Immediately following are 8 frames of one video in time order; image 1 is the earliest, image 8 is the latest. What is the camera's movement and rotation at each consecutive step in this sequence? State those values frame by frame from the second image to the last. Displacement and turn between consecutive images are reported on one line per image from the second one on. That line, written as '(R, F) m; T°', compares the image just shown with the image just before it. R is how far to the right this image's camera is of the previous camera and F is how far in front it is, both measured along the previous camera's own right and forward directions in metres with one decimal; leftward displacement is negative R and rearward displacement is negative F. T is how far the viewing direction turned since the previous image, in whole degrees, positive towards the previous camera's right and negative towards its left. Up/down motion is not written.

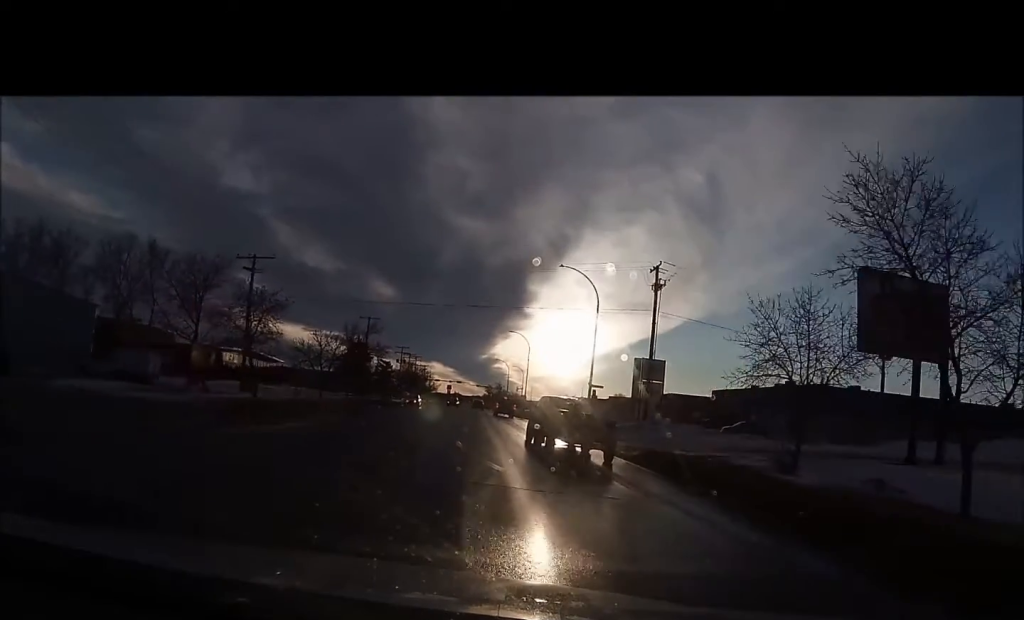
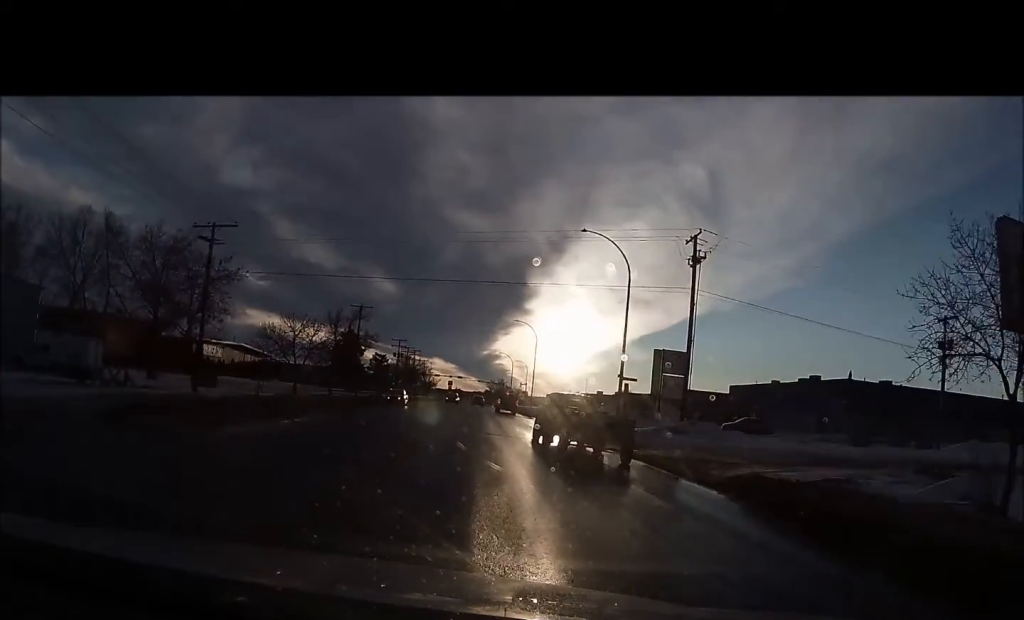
(0.0, +9.3) m; 0°
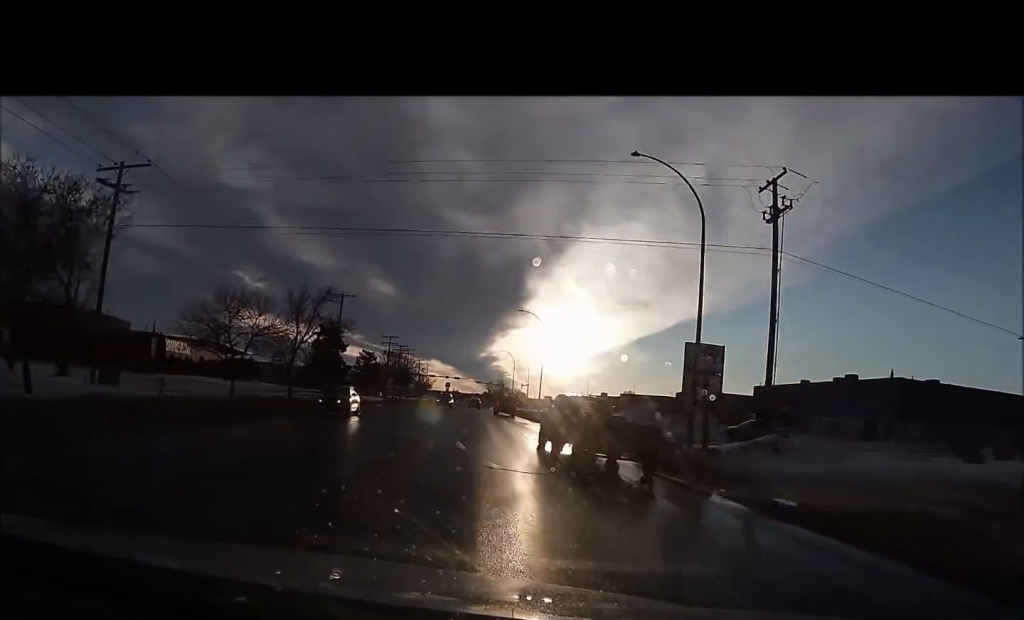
(0.0, +10.9) m; 0°
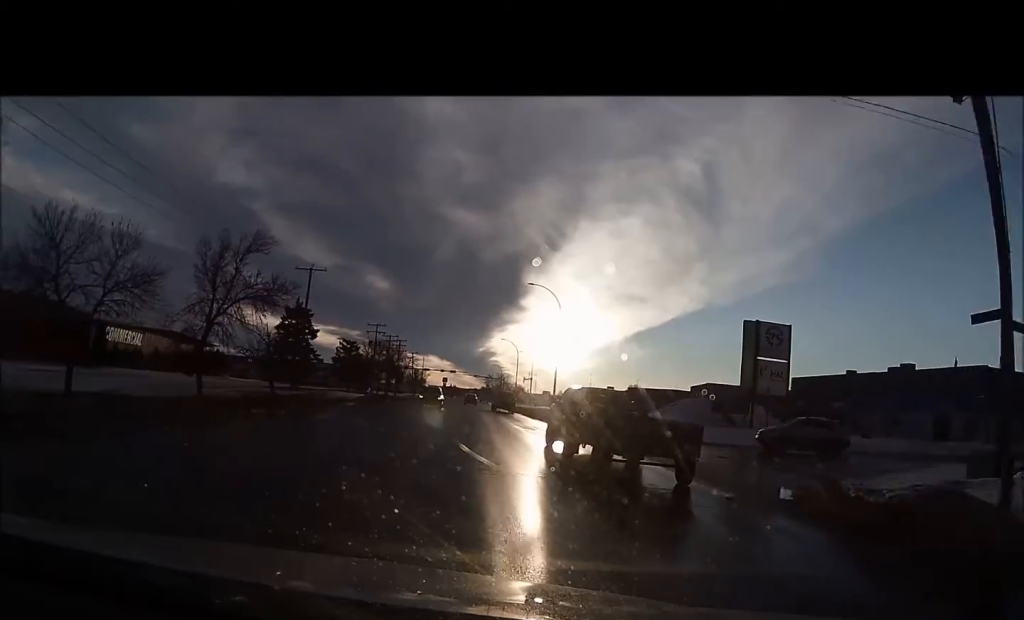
(0.0, +14.4) m; 0°
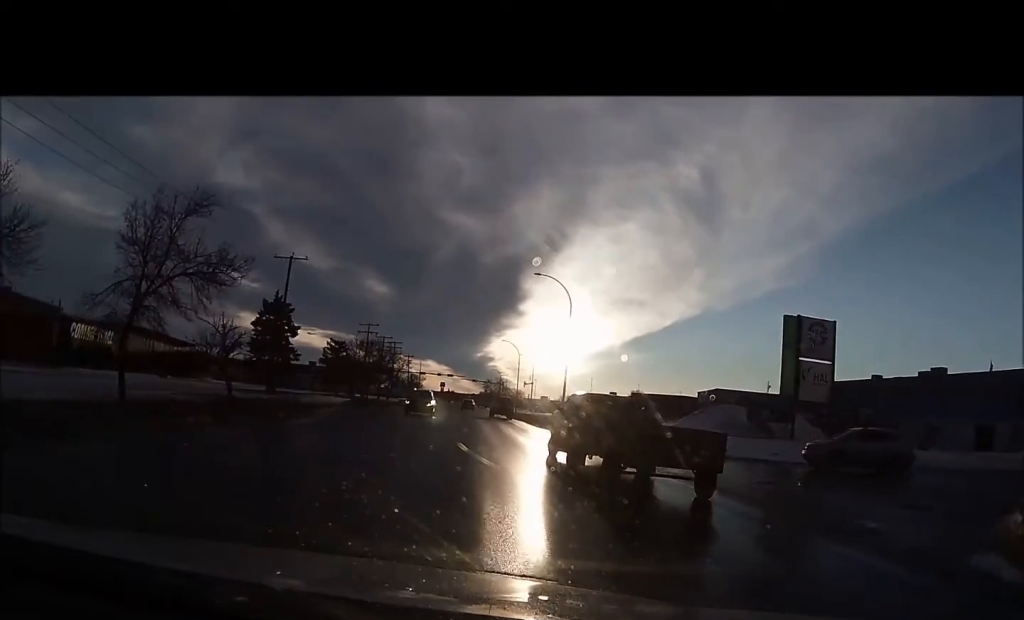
(0.0, +8.1) m; 0°
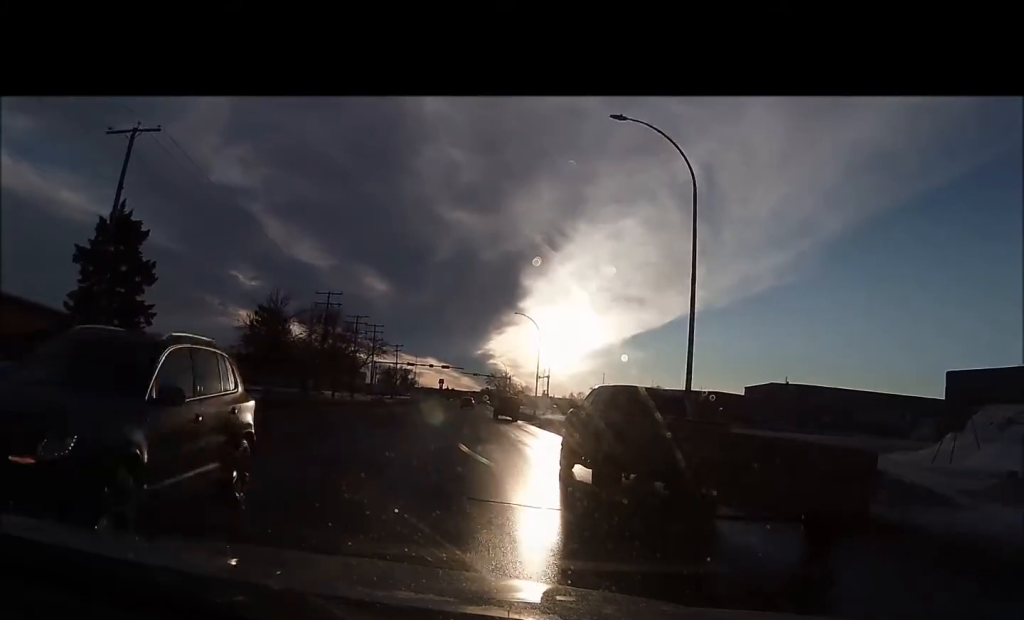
(0.0, +27.7) m; 0°
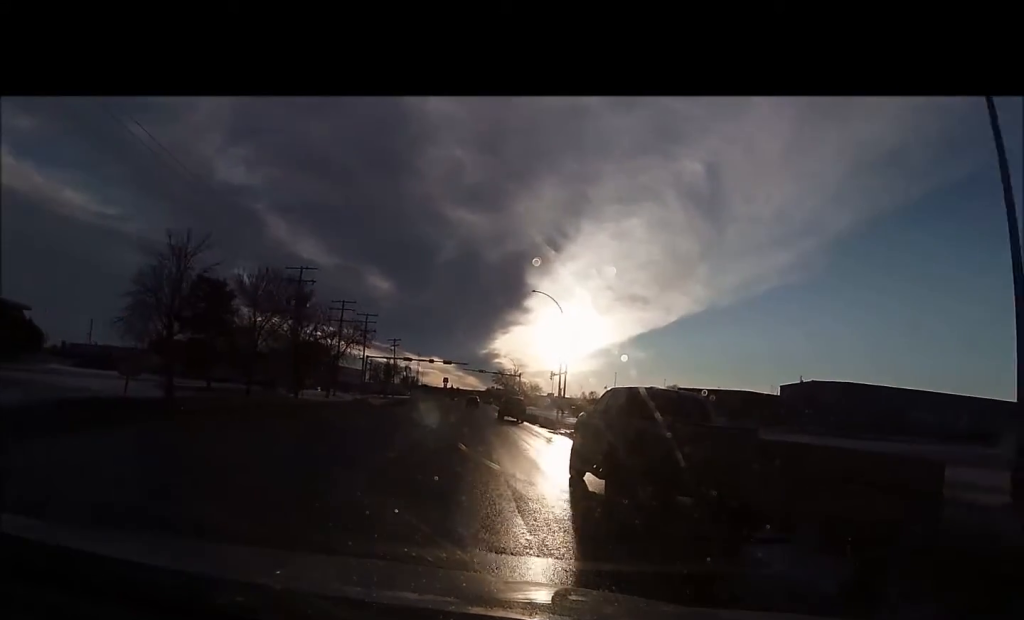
(0.0, +14.5) m; -1°
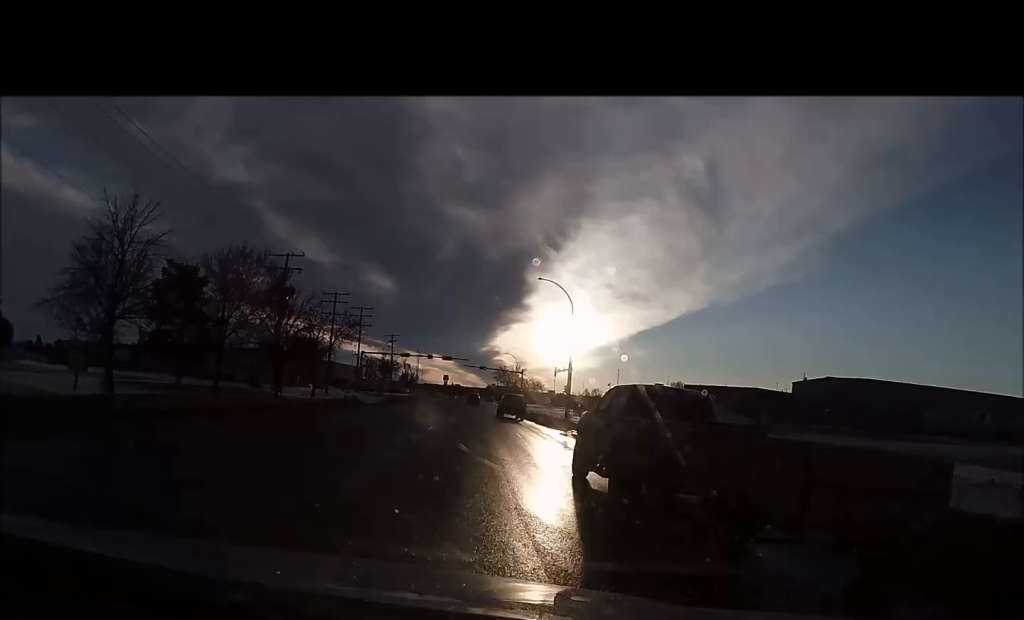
(+0.1, +4.9) m; -1°
